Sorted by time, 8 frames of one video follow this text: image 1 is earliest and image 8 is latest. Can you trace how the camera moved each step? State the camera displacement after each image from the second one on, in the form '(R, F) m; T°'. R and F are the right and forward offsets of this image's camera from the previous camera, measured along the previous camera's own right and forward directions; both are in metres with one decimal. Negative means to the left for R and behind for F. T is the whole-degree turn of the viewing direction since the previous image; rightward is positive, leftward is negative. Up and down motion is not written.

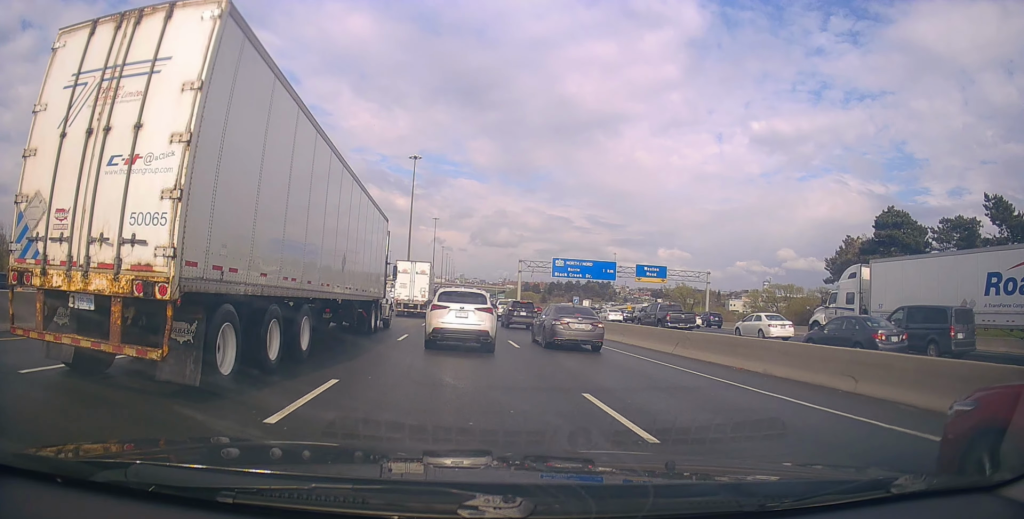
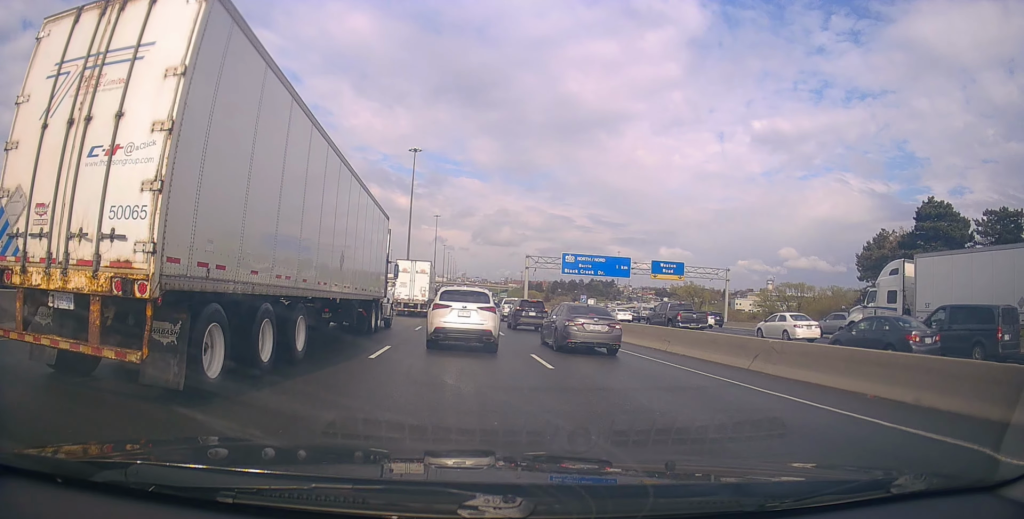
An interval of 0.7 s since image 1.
(-0.1, +6.0) m; -1°
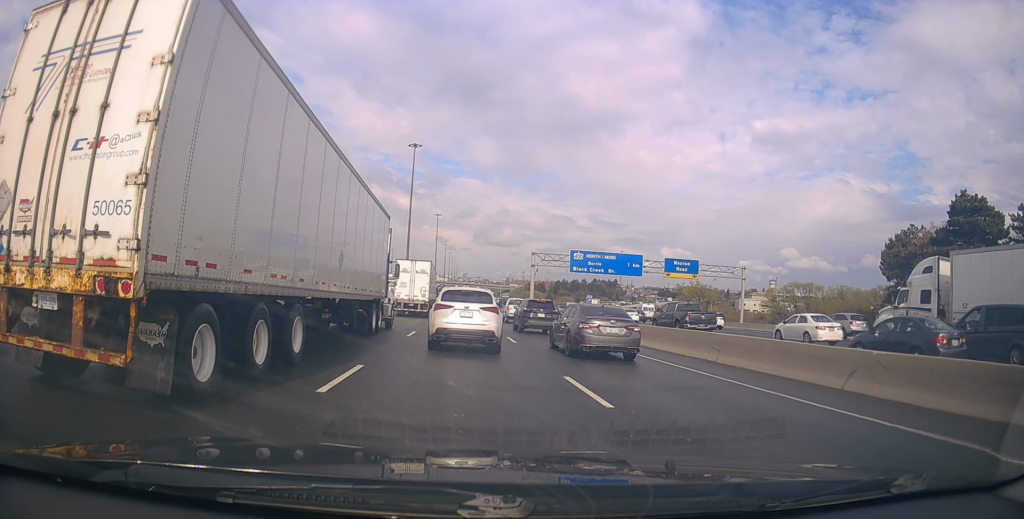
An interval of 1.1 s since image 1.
(-0.2, +4.3) m; -1°
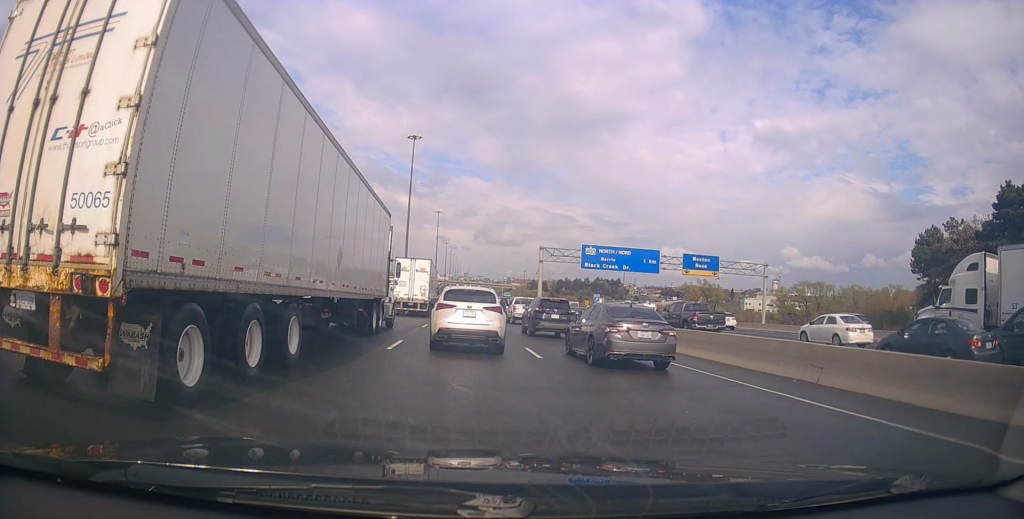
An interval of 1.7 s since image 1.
(0.0, +5.6) m; +1°
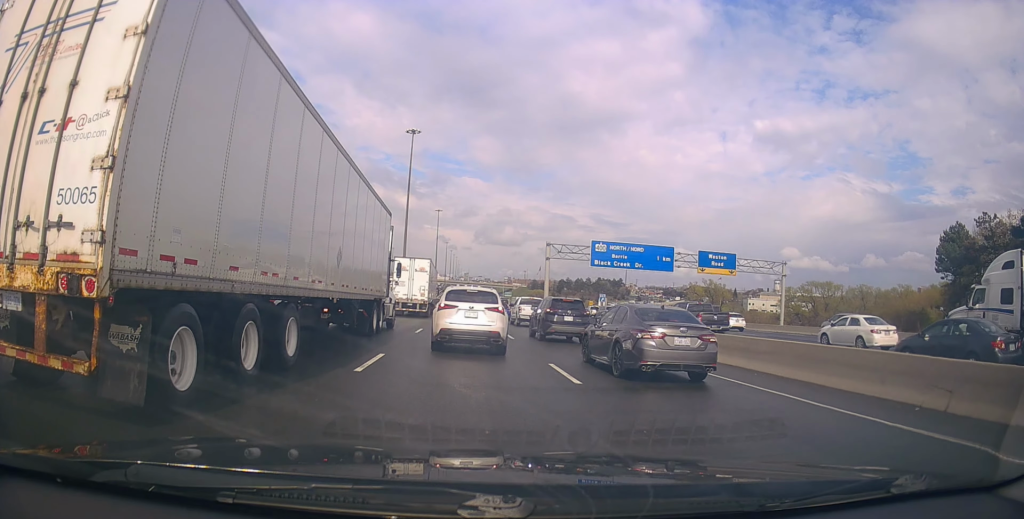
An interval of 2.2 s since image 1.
(0.0, +4.2) m; +1°
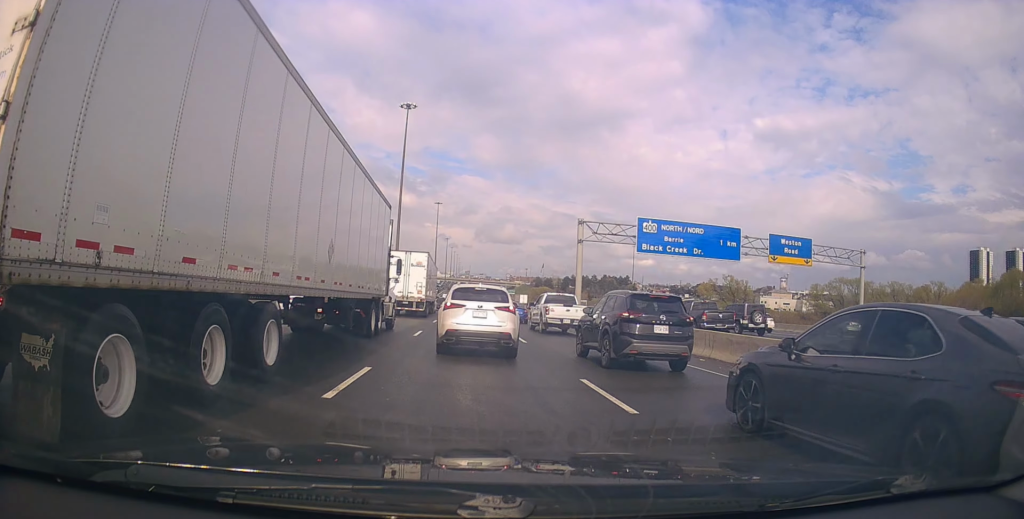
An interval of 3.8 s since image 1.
(-0.1, +14.6) m; -2°
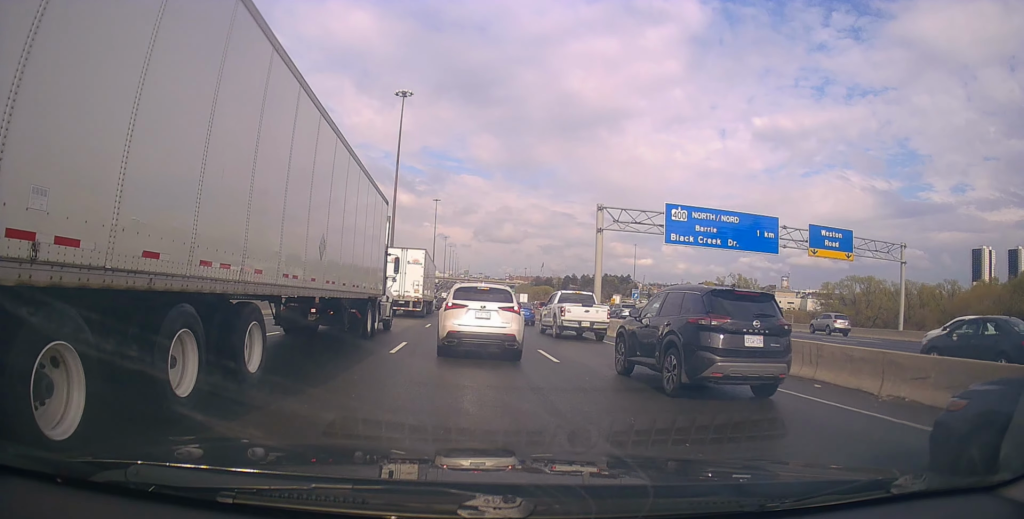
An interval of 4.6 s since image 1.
(-0.1, +6.2) m; 0°
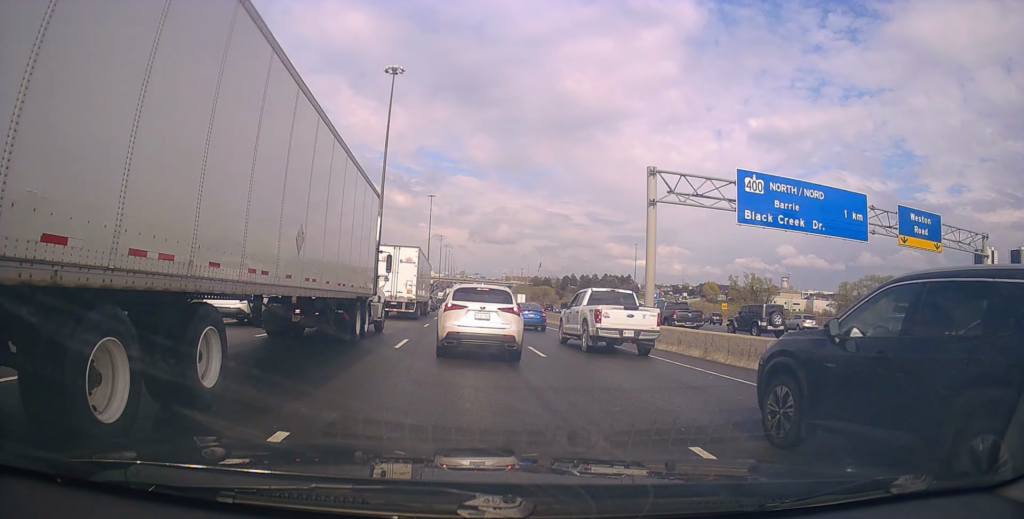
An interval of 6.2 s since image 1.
(+0.2, +10.8) m; +1°
